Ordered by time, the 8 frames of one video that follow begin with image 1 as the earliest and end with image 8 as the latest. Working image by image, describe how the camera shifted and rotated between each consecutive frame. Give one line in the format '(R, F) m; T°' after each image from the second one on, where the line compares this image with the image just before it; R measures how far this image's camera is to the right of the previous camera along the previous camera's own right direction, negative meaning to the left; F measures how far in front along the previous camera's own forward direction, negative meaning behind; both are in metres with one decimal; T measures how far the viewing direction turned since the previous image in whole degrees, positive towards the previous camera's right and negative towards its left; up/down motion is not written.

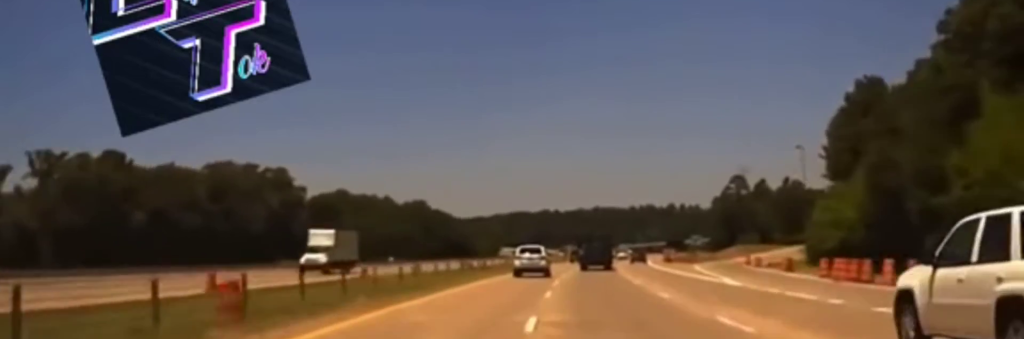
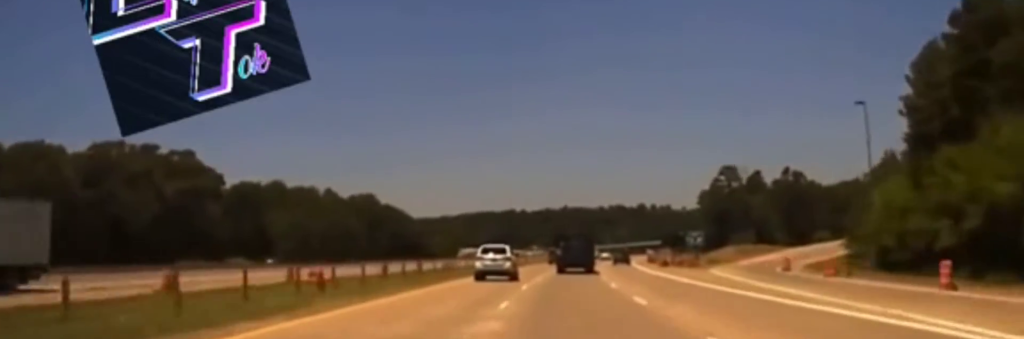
(+0.2, +31.0) m; +2°
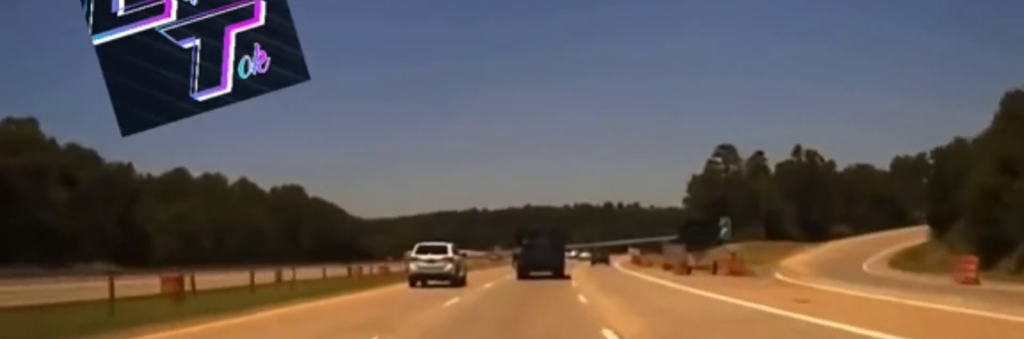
(+0.8, +36.8) m; +2°
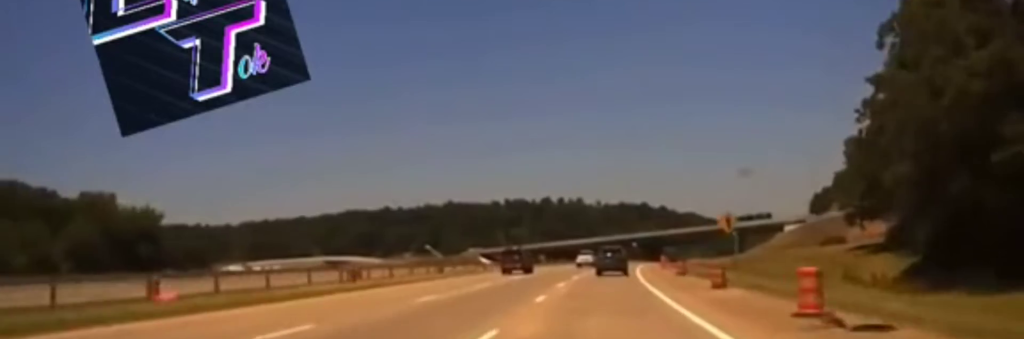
(+6.7, +133.0) m; +5°
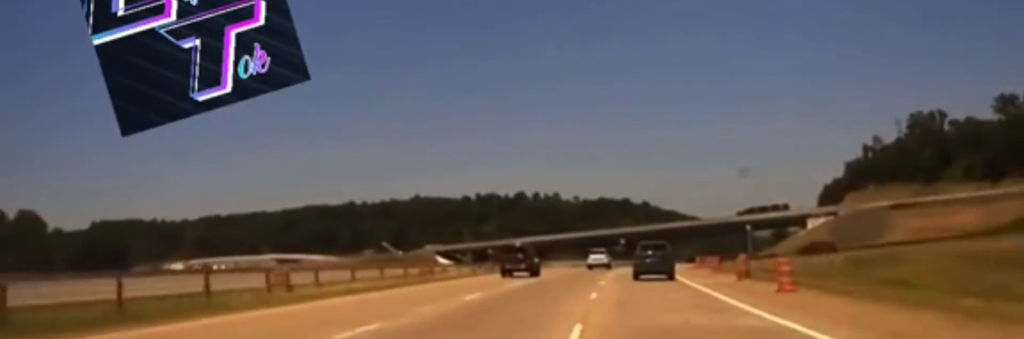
(+0.5, +53.0) m; +1°
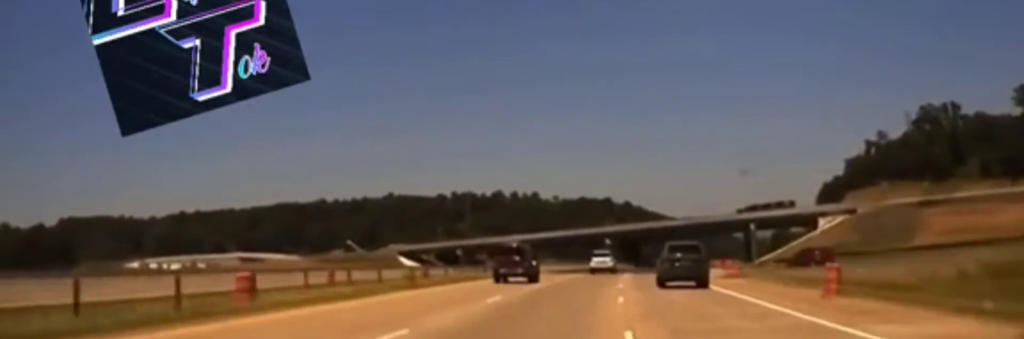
(-0.1, +29.8) m; +1°
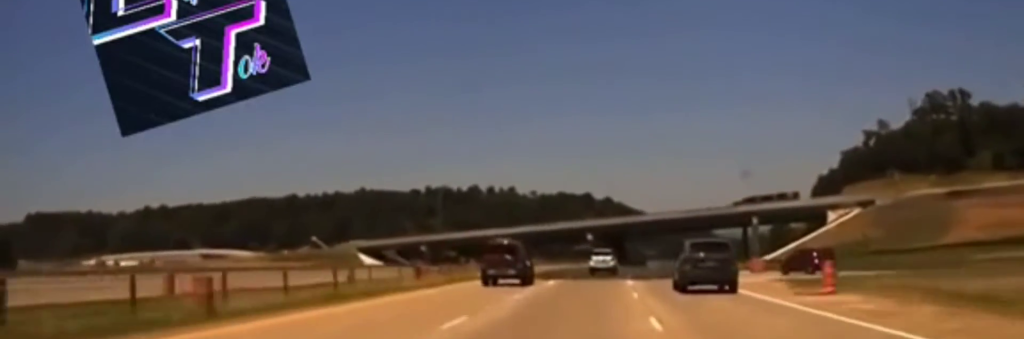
(+0.5, +22.7) m; +1°
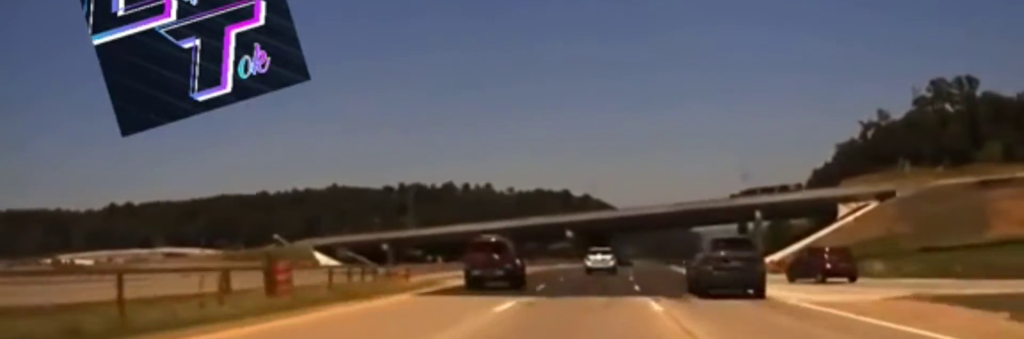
(0.0, +21.2) m; +1°
